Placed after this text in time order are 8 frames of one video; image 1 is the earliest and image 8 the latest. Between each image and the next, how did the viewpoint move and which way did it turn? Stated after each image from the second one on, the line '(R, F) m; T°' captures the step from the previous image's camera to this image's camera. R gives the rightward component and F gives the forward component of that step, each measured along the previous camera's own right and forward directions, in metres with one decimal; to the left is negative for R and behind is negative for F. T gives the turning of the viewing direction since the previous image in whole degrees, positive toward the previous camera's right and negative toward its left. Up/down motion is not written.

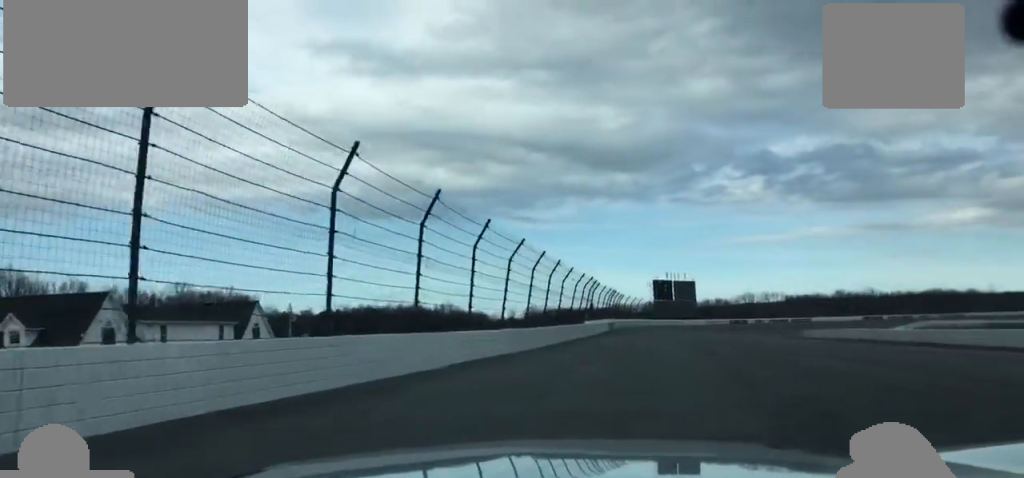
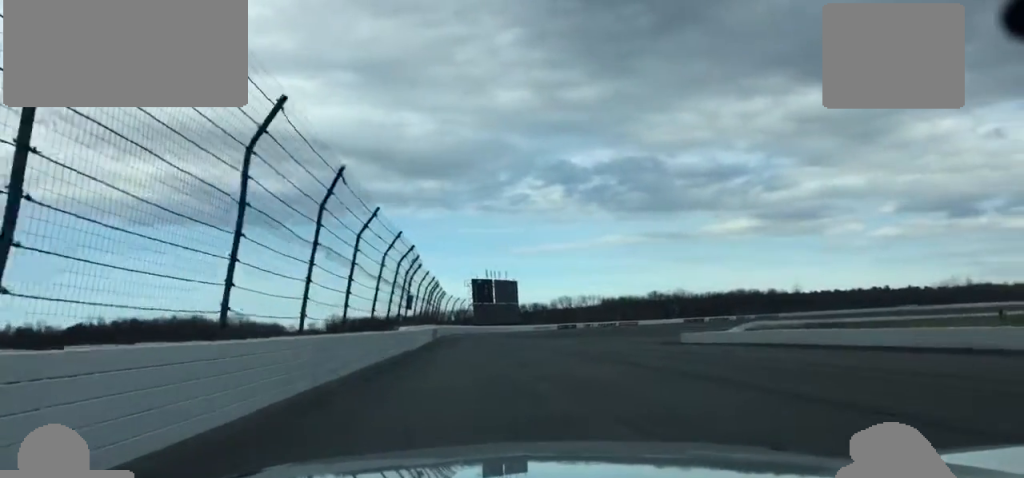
(+5.7, +33.3) m; +14°
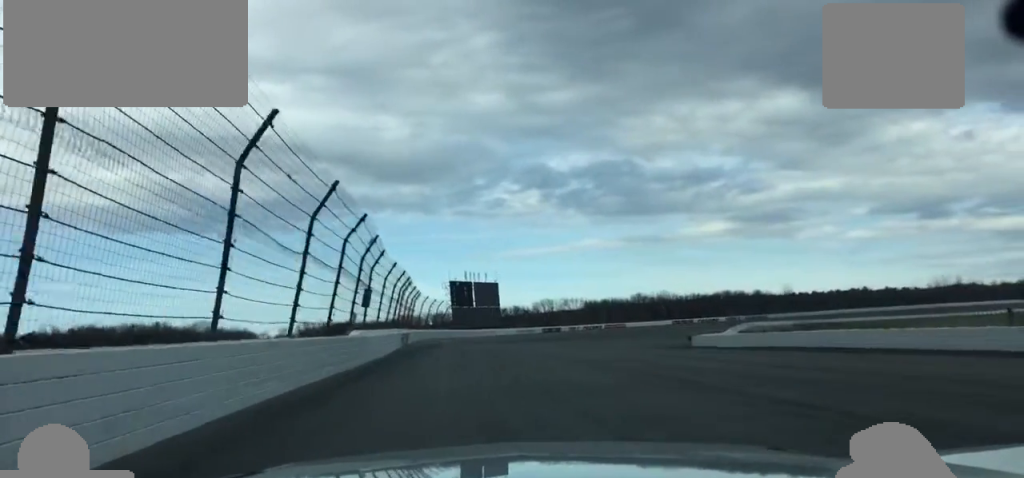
(+0.3, +14.1) m; +2°
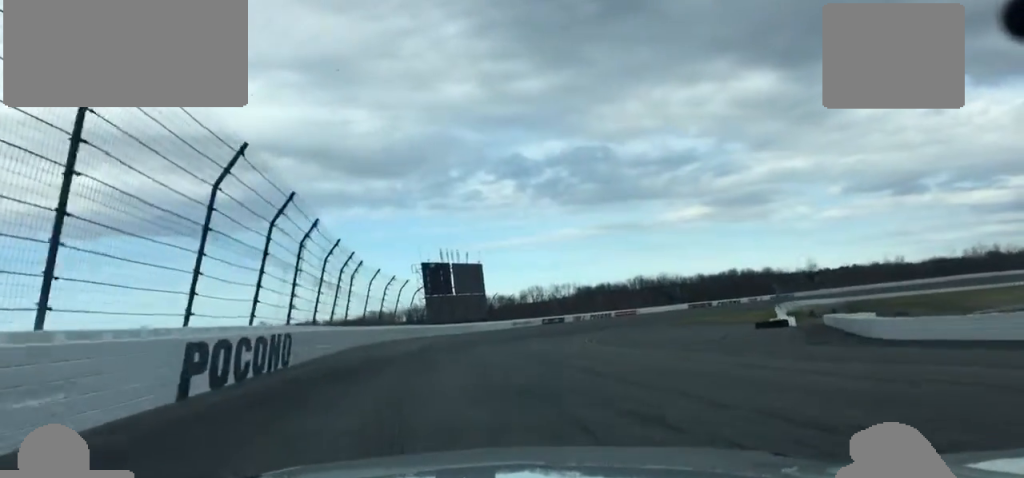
(+0.4, +41.9) m; +2°
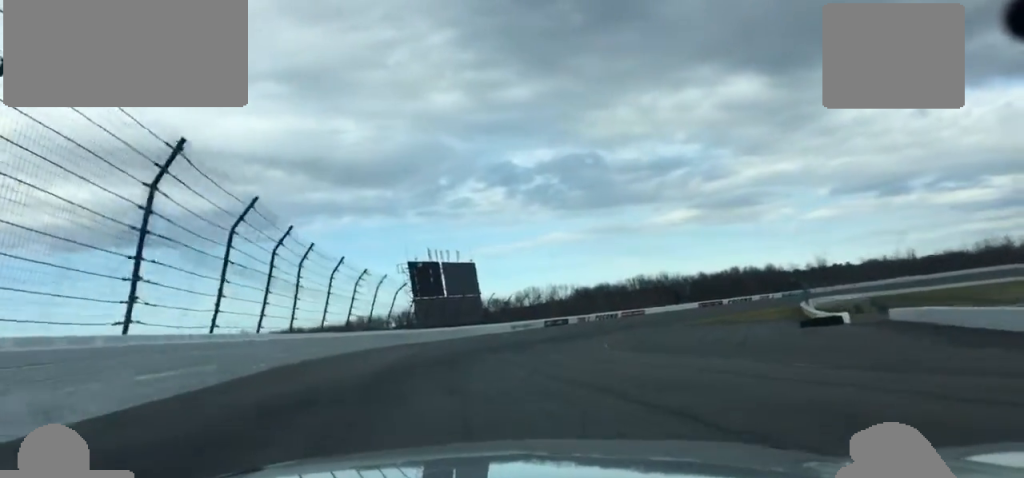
(+0.2, +17.5) m; +1°
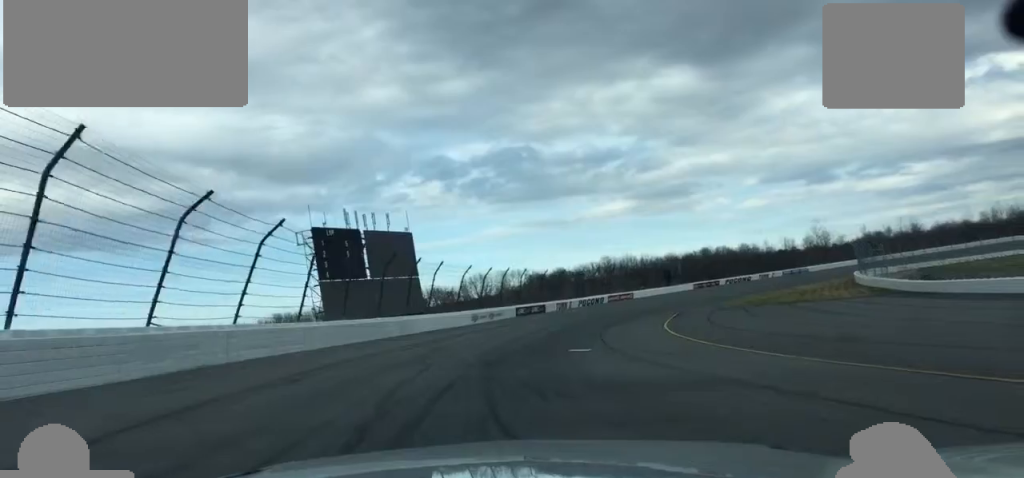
(+1.5, +47.0) m; +5°
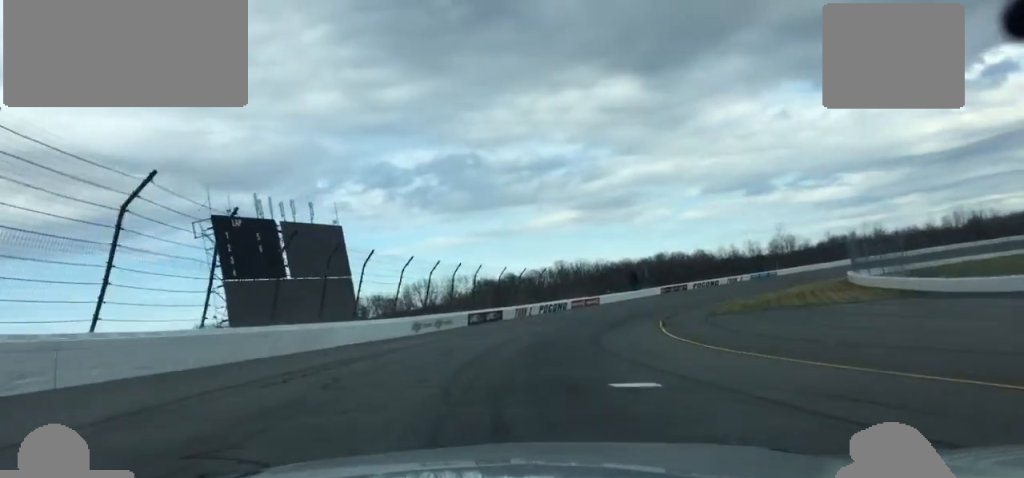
(+0.5, +17.6) m; +3°
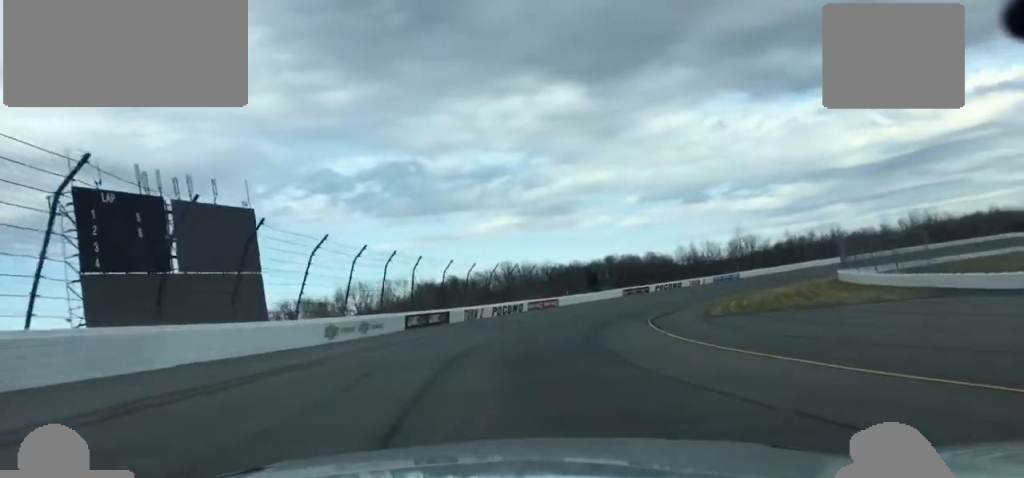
(+0.4, +16.9) m; +3°
